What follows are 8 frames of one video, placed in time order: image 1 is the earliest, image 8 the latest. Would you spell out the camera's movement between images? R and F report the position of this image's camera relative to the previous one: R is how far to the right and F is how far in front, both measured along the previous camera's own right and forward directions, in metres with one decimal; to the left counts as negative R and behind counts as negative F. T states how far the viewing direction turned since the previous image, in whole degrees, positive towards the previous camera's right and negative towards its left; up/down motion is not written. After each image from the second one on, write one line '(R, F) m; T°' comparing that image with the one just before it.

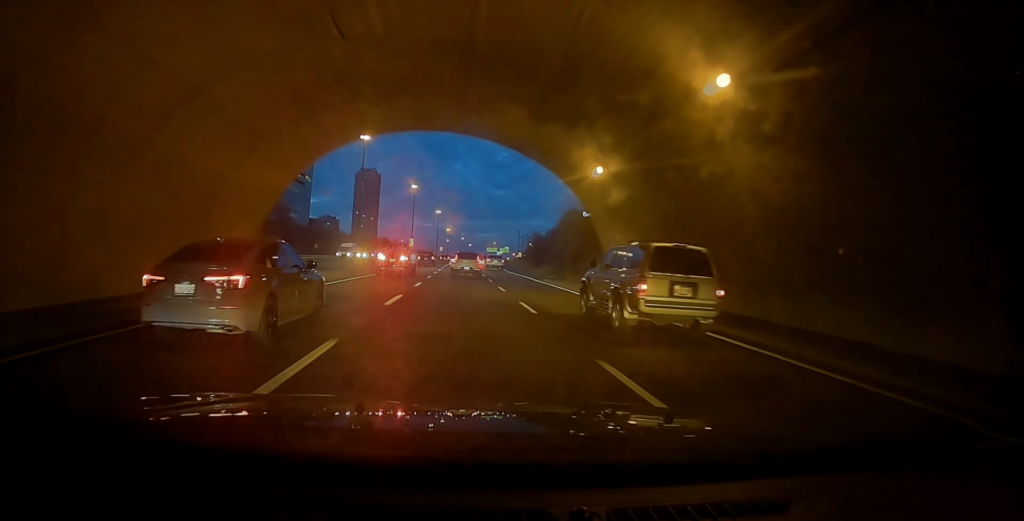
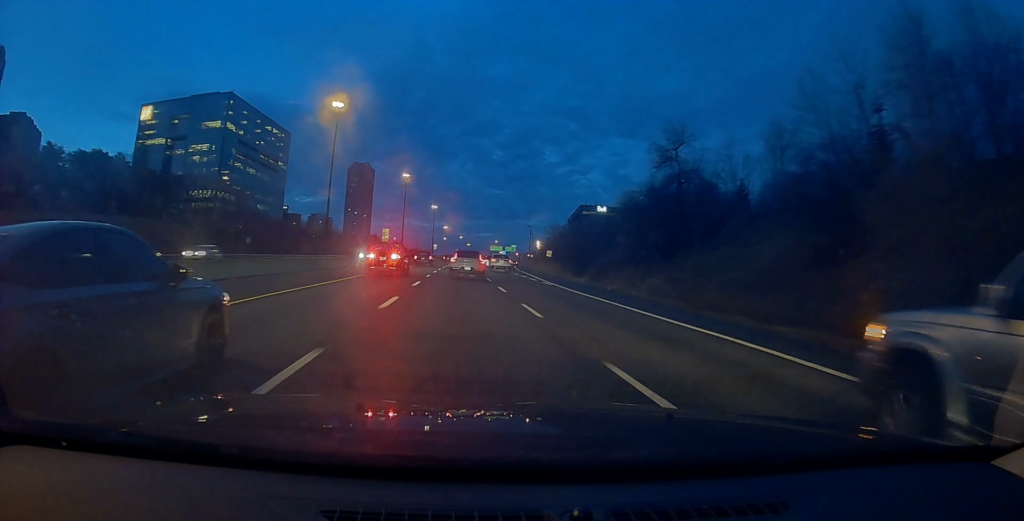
(+0.3, +37.0) m; +1°
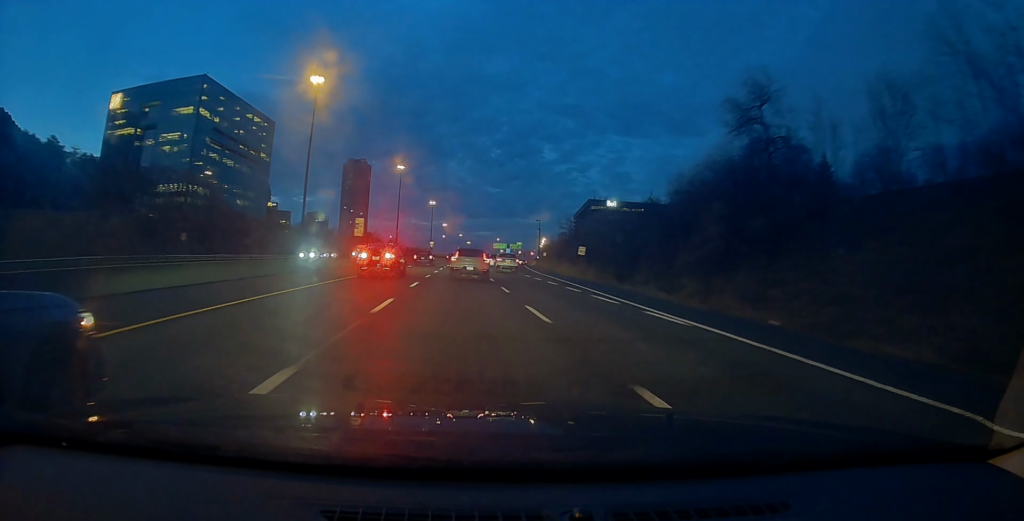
(+0.2, +19.4) m; 0°
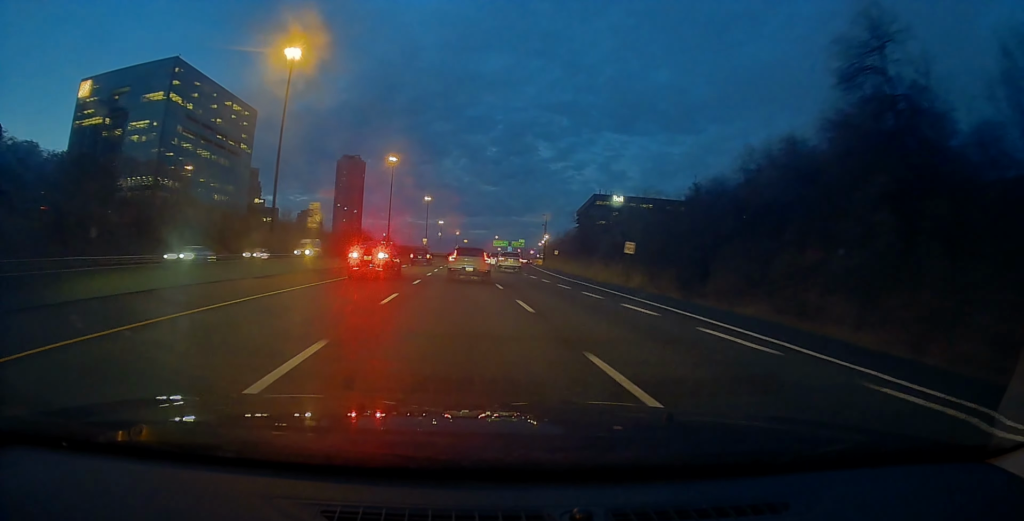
(-0.4, +16.2) m; -1°
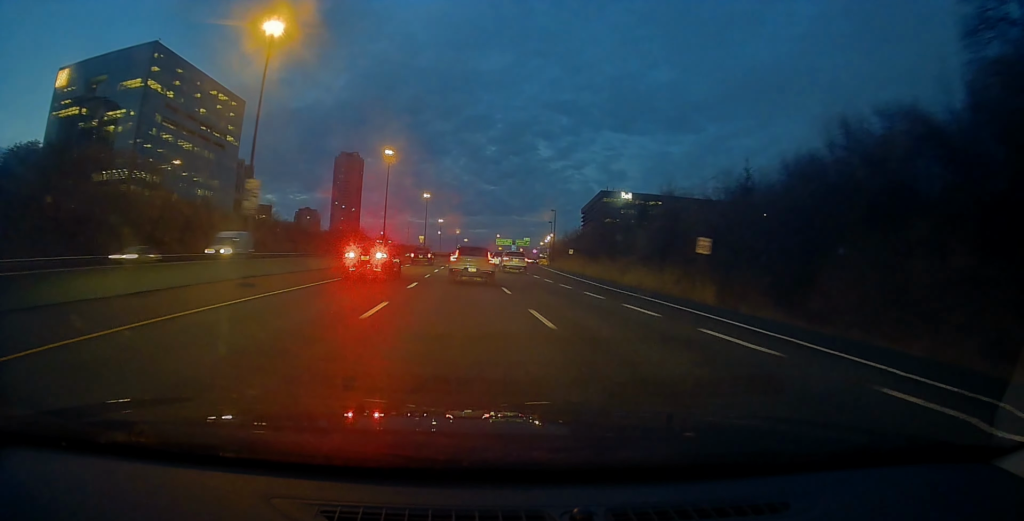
(0.0, +12.2) m; 0°
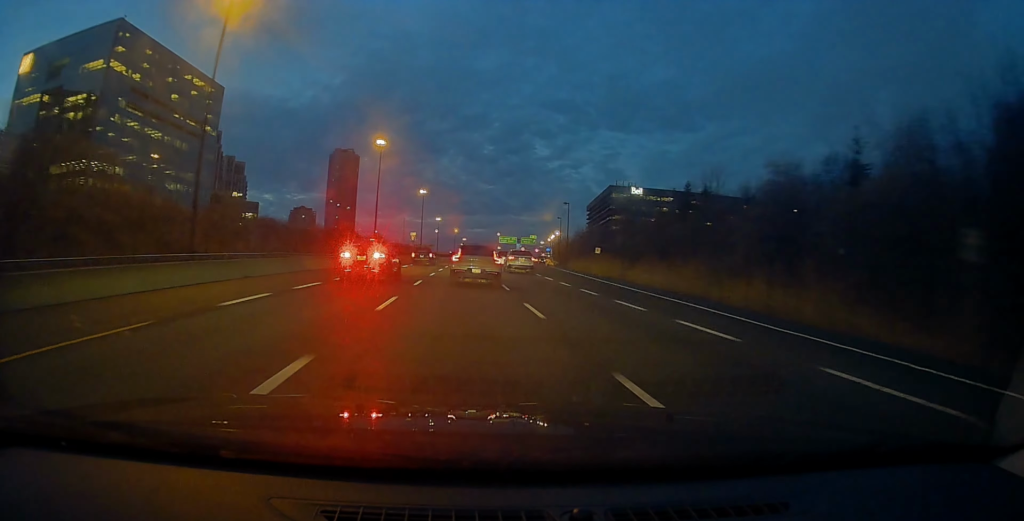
(0.0, +17.0) m; +1°
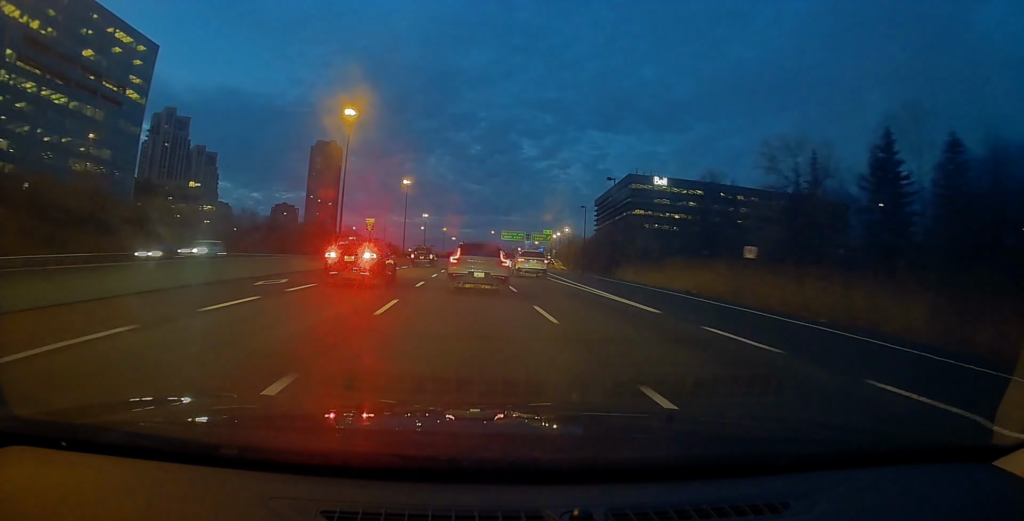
(+0.4, +38.0) m; 0°
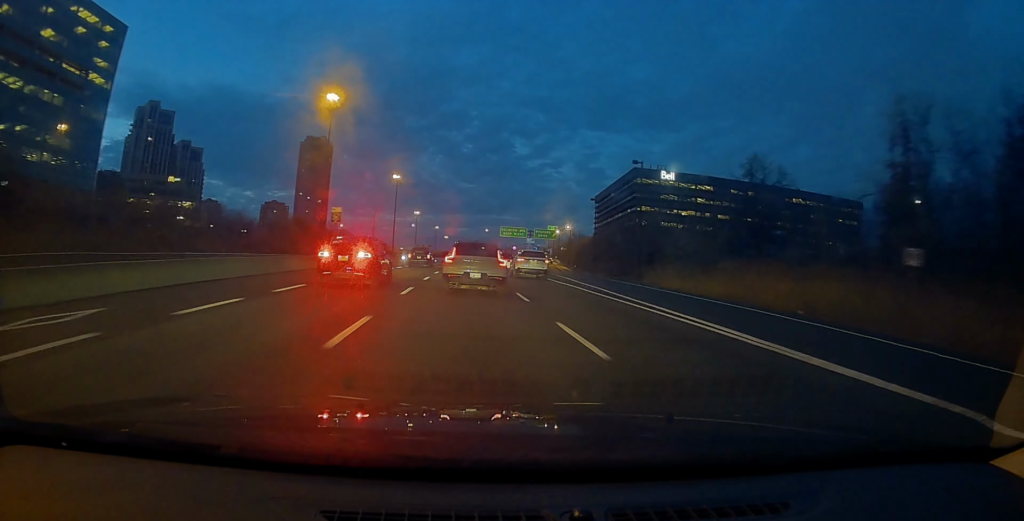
(0.0, +13.3) m; 0°
